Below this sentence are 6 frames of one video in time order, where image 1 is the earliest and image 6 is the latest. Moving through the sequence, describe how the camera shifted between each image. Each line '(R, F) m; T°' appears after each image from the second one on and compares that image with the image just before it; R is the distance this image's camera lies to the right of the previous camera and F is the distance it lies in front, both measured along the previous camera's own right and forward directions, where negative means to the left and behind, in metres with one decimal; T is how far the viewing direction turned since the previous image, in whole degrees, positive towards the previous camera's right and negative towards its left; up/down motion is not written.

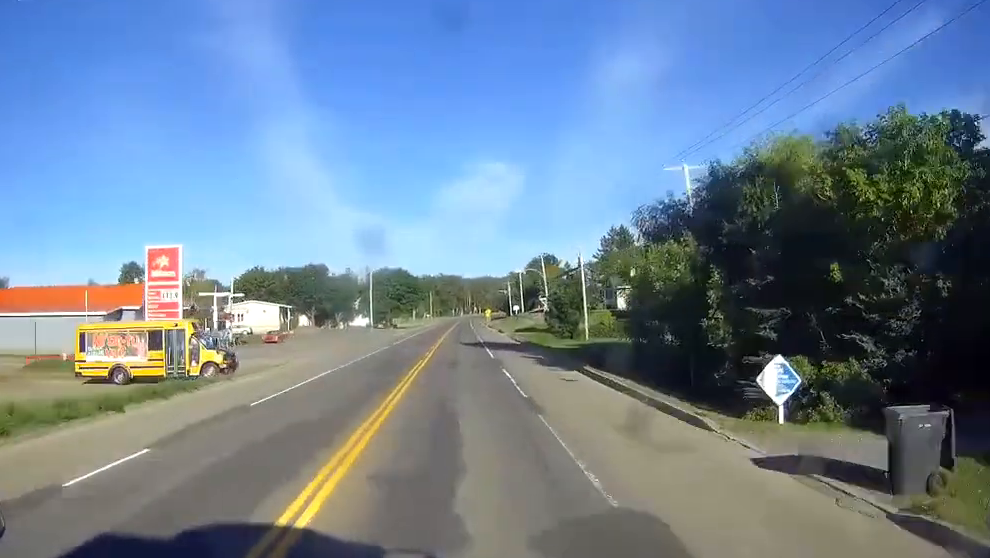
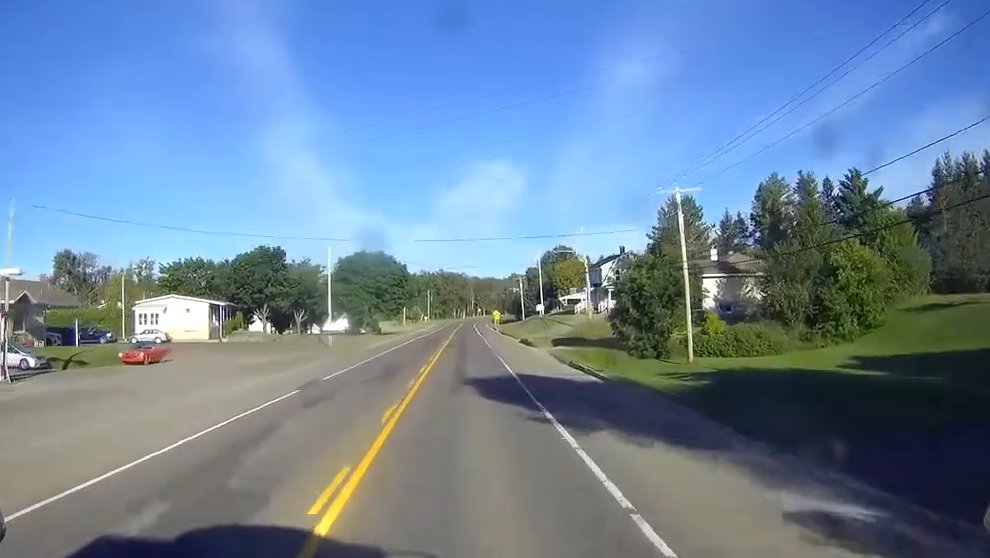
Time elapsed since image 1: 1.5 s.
(-0.2, +38.5) m; 0°
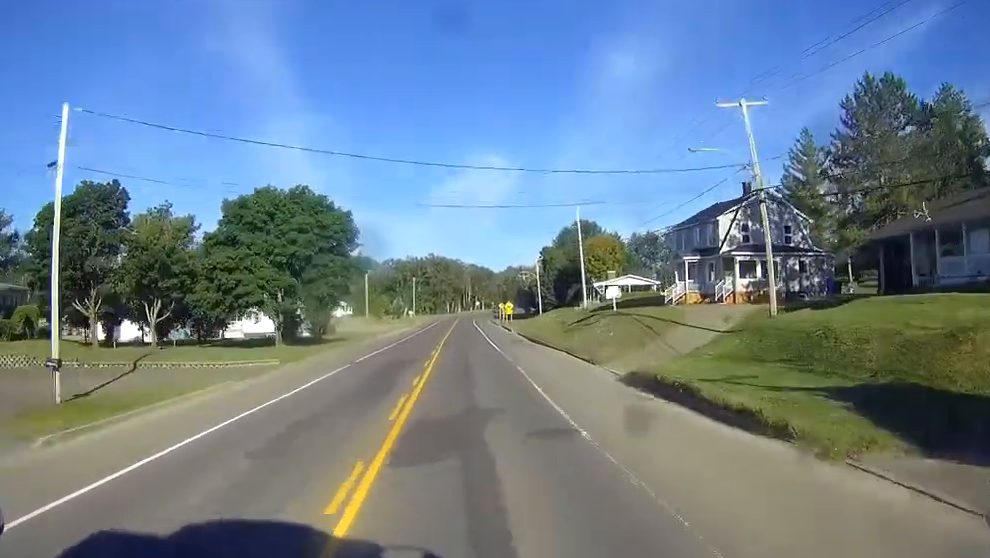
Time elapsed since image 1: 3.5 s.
(+0.3, +52.3) m; +1°
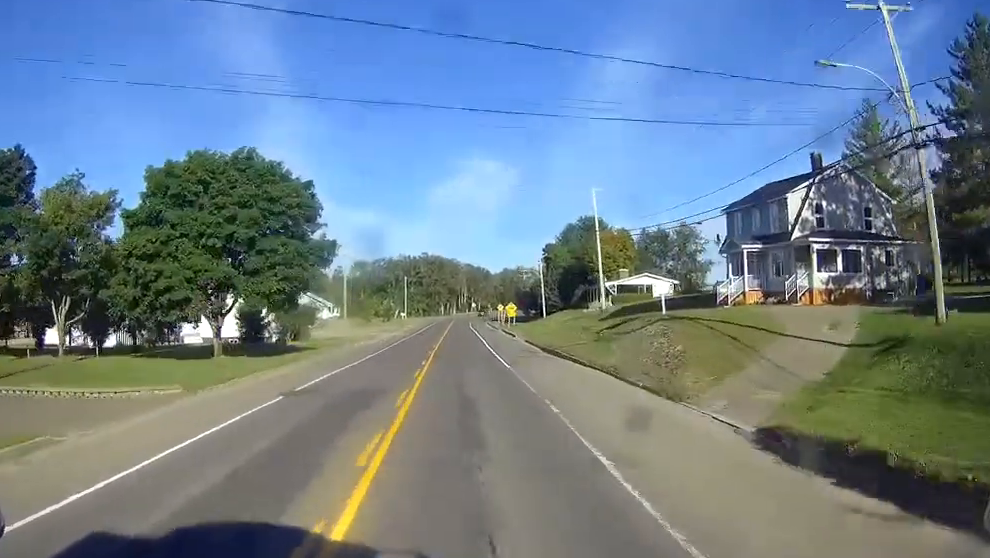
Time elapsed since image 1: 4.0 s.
(0.0, +13.9) m; 0°
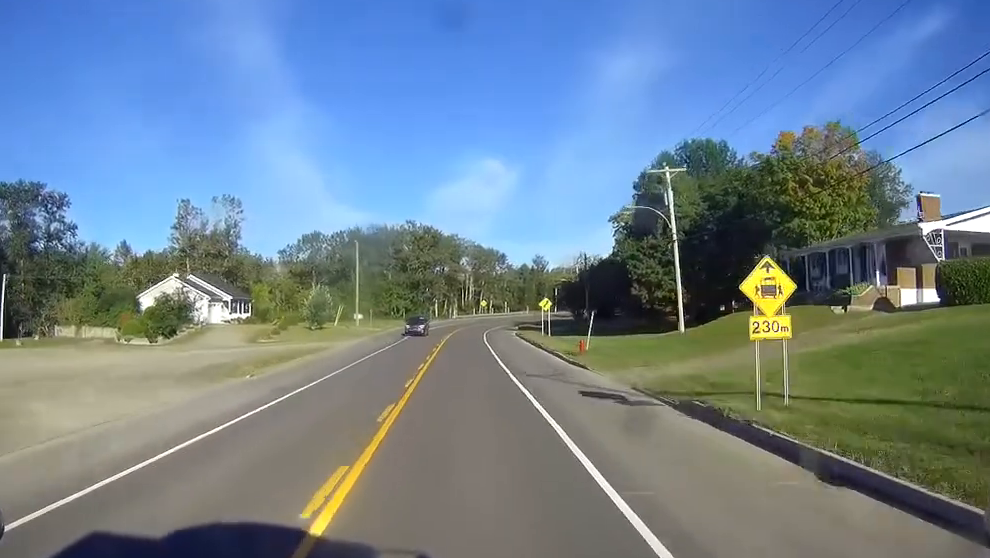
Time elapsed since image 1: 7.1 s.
(+0.6, +82.0) m; 0°
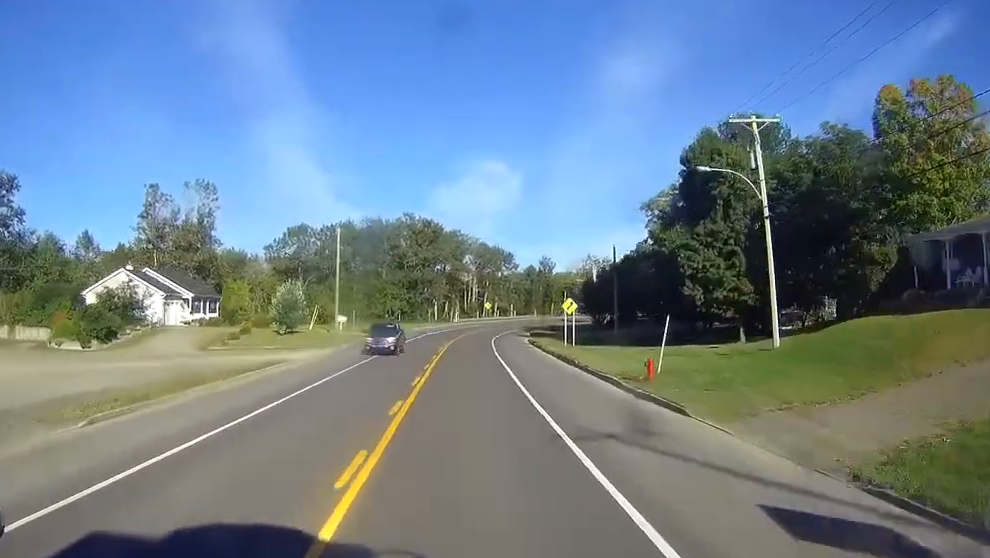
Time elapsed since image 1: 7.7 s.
(0.0, +15.6) m; 0°
